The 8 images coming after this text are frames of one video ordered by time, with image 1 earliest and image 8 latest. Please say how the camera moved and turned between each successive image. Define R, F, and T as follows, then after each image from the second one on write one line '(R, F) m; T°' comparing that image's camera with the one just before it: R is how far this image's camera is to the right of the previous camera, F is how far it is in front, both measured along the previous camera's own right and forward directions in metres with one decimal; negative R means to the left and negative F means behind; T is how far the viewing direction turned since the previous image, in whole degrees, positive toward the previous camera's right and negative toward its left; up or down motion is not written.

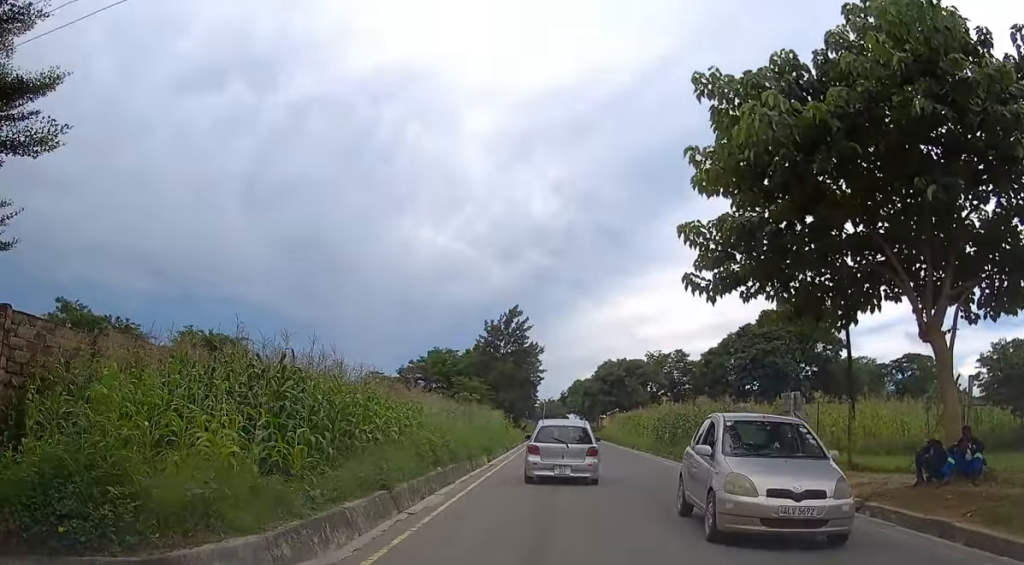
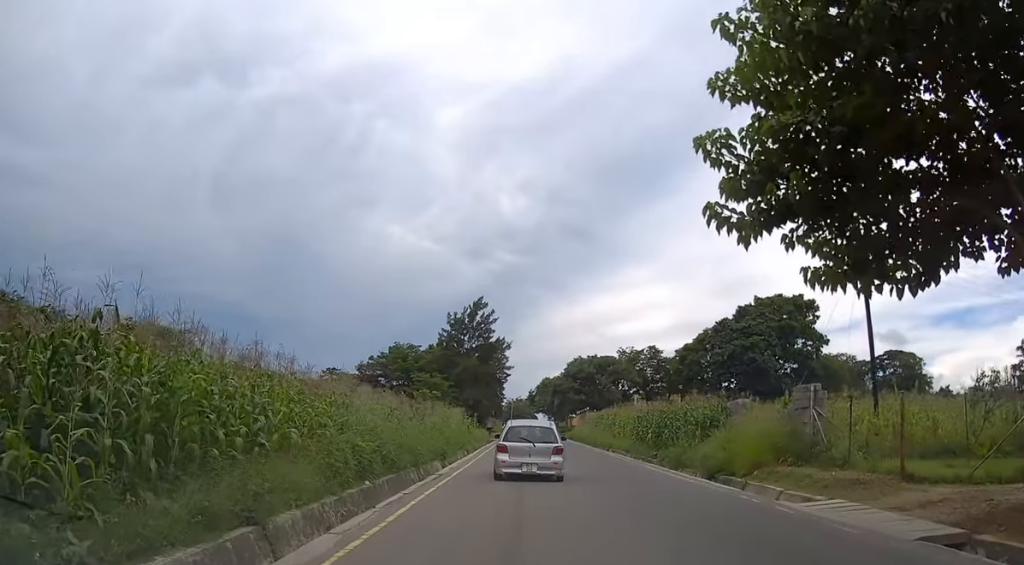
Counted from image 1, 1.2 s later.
(+0.2, +4.4) m; +4°
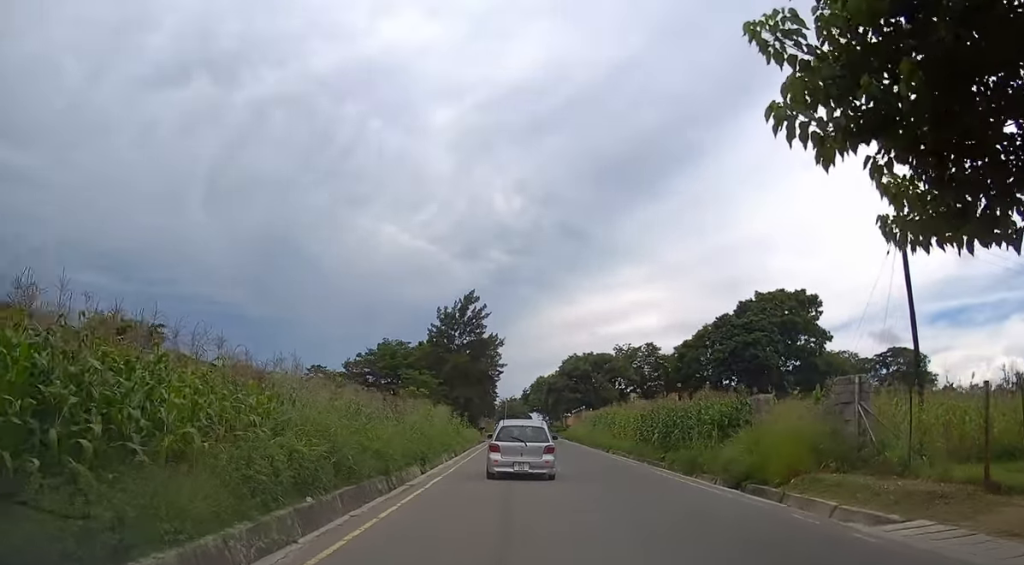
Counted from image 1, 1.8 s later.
(+0.1, +3.1) m; +1°
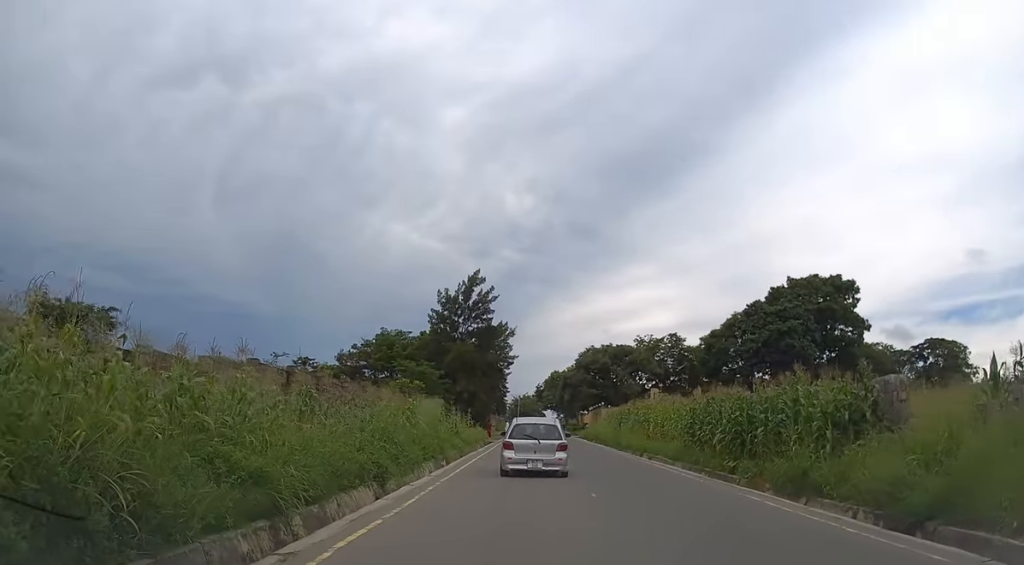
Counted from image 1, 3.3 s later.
(-0.1, +8.1) m; -1°
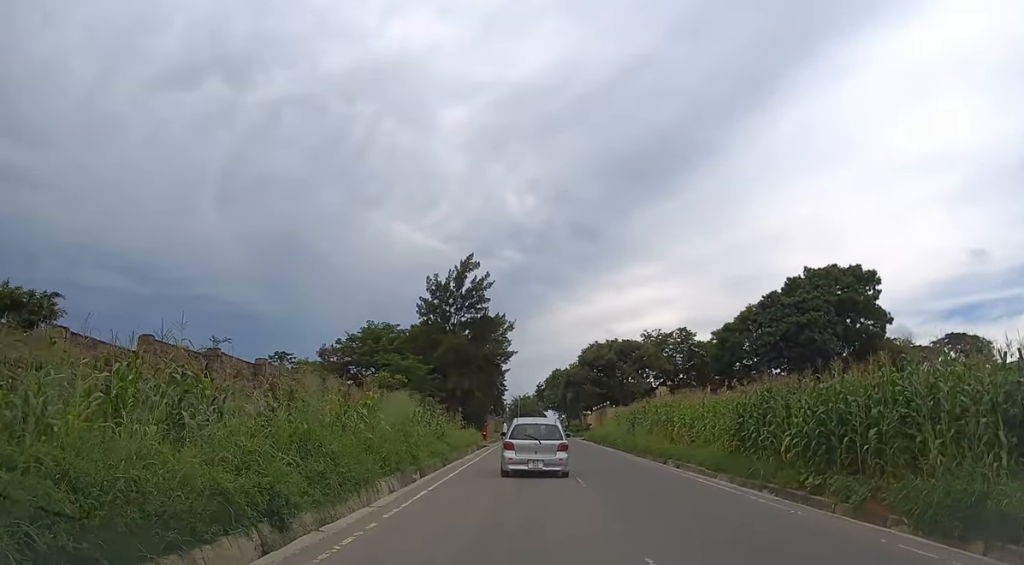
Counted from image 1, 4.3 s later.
(0.0, +6.1) m; 0°
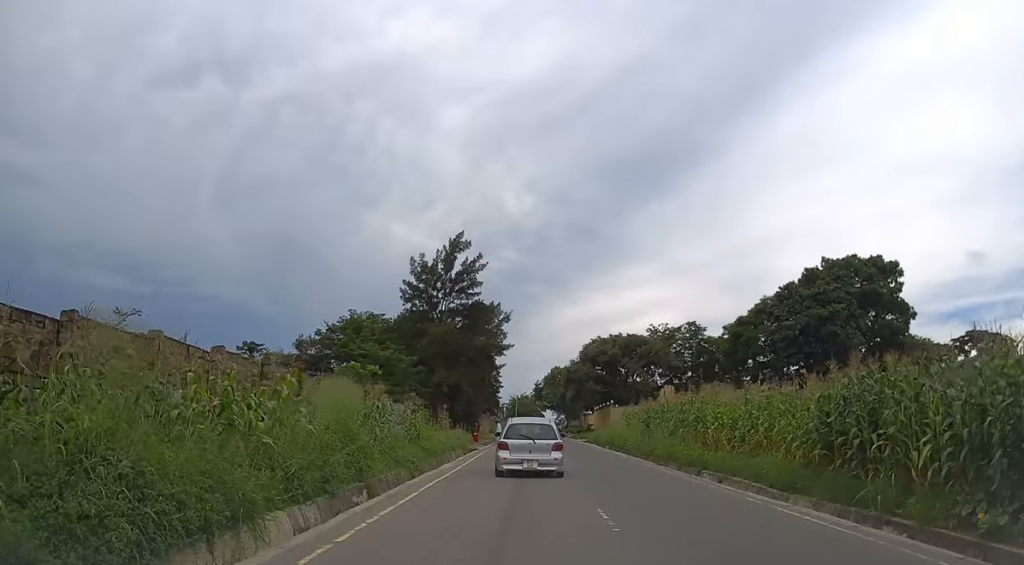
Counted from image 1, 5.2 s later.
(0.0, +6.1) m; 0°
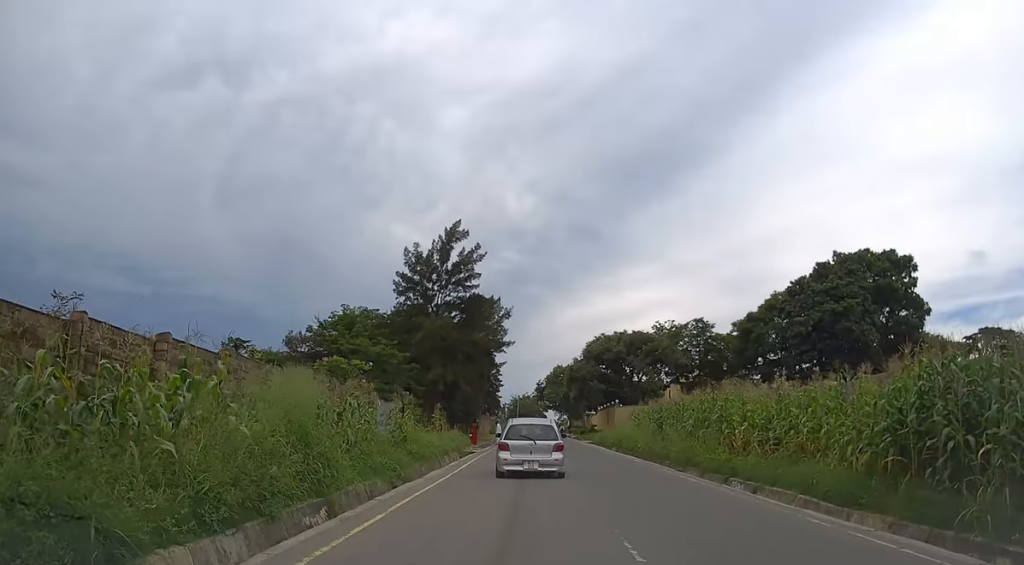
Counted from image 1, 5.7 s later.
(+0.1, +3.0) m; 0°
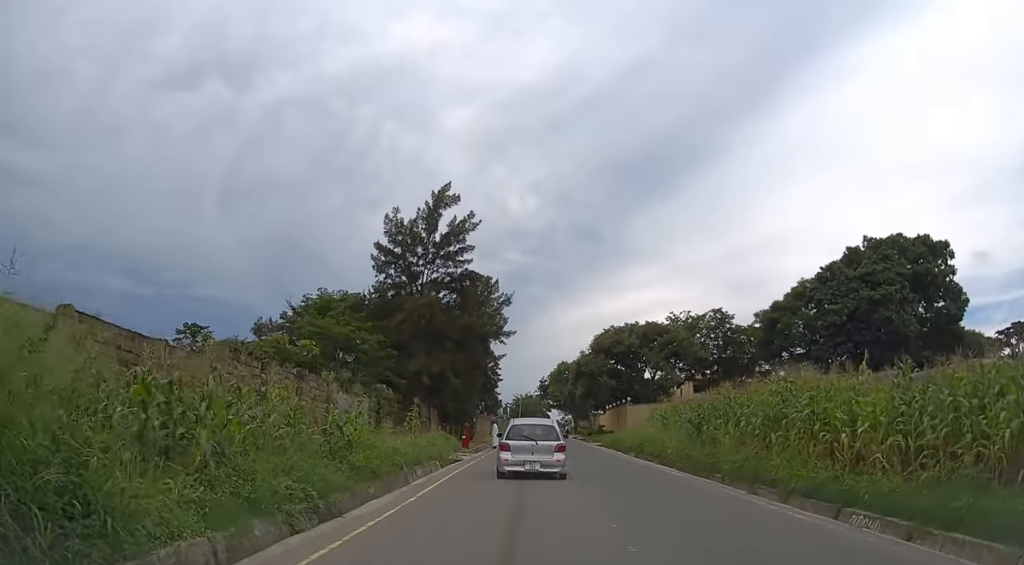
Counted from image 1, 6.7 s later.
(-0.2, +7.3) m; -1°
